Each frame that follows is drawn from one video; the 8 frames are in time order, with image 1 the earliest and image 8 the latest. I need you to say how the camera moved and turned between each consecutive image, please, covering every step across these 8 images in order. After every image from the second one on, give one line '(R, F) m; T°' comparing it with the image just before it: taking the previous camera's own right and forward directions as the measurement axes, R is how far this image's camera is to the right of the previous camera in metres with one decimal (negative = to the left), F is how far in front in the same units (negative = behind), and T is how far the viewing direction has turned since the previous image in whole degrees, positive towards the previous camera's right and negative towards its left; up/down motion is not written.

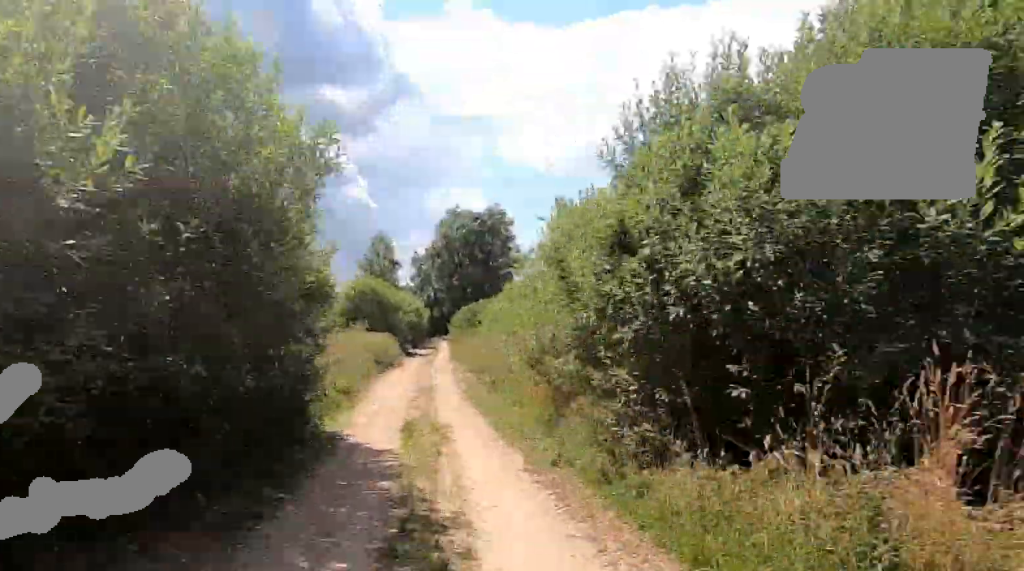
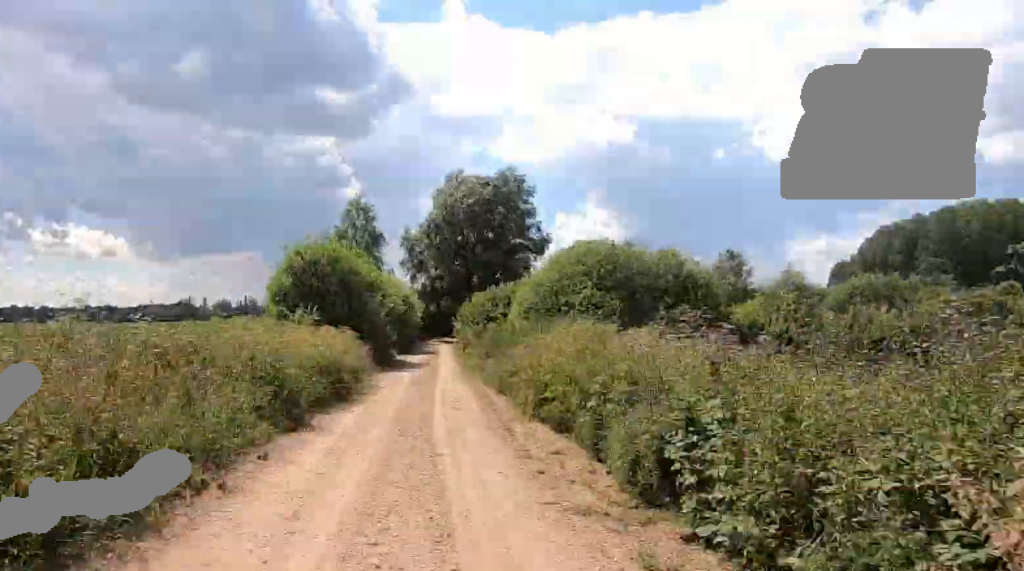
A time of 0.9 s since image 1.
(+0.3, +16.6) m; 0°
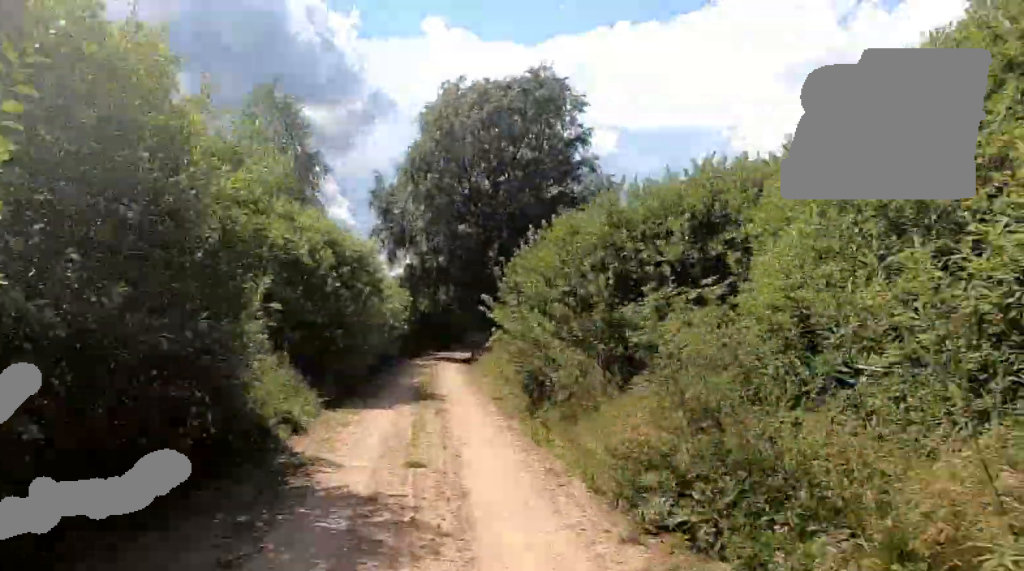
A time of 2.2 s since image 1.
(-1.4, +21.3) m; -6°
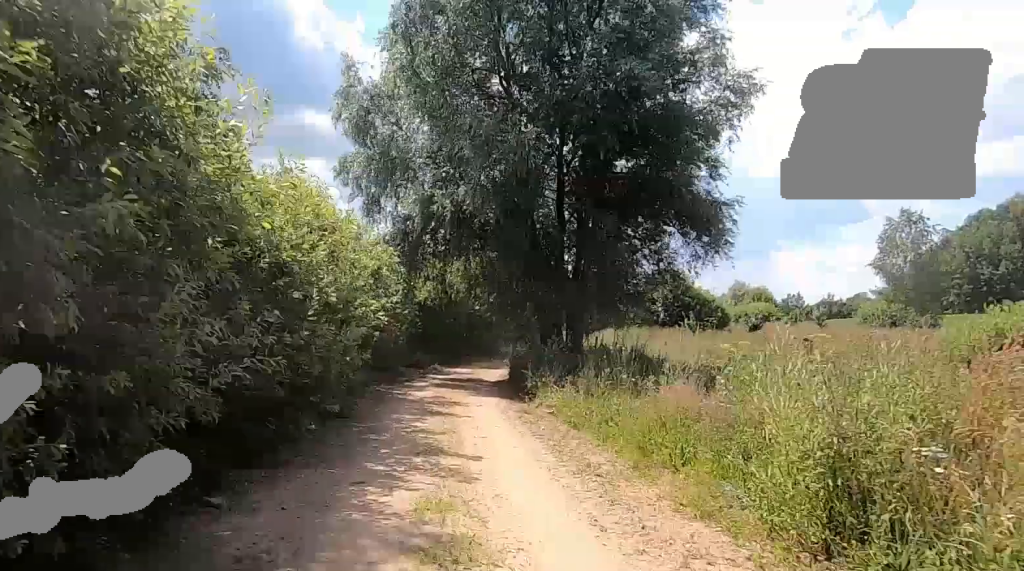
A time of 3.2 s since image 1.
(+0.2, +13.4) m; +3°
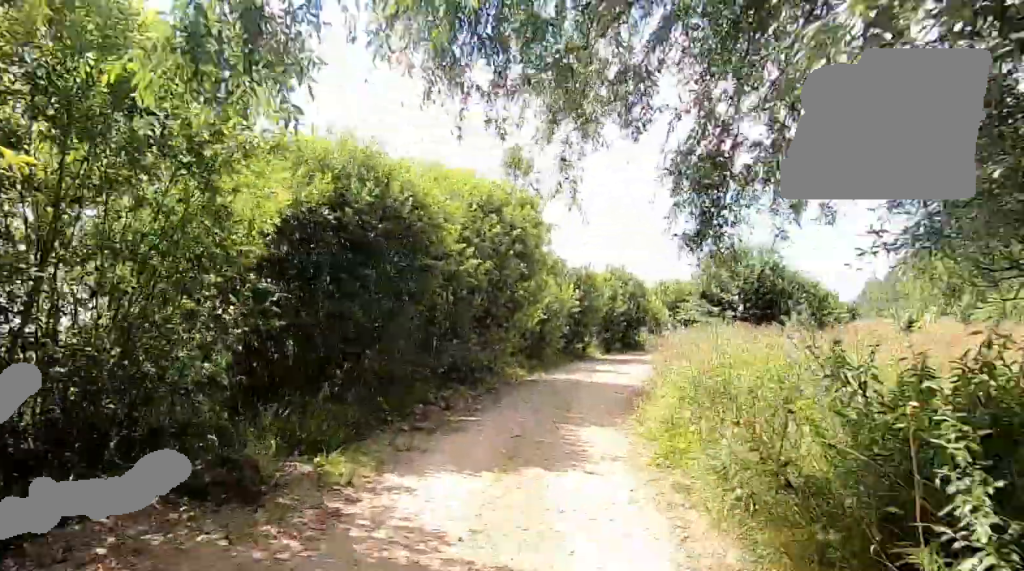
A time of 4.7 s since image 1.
(+0.8, +19.0) m; +7°
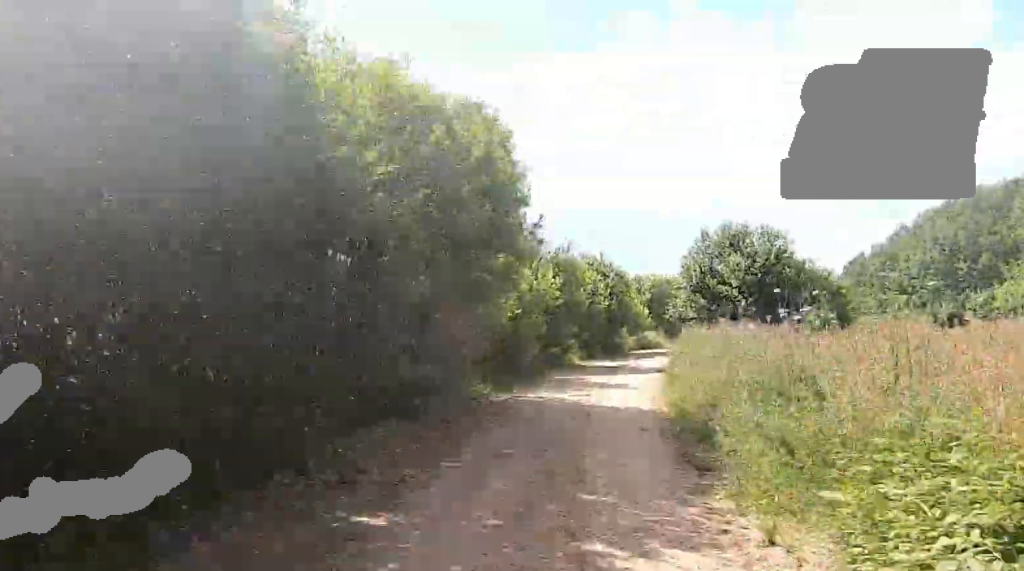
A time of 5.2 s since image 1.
(+0.5, +6.1) m; +7°
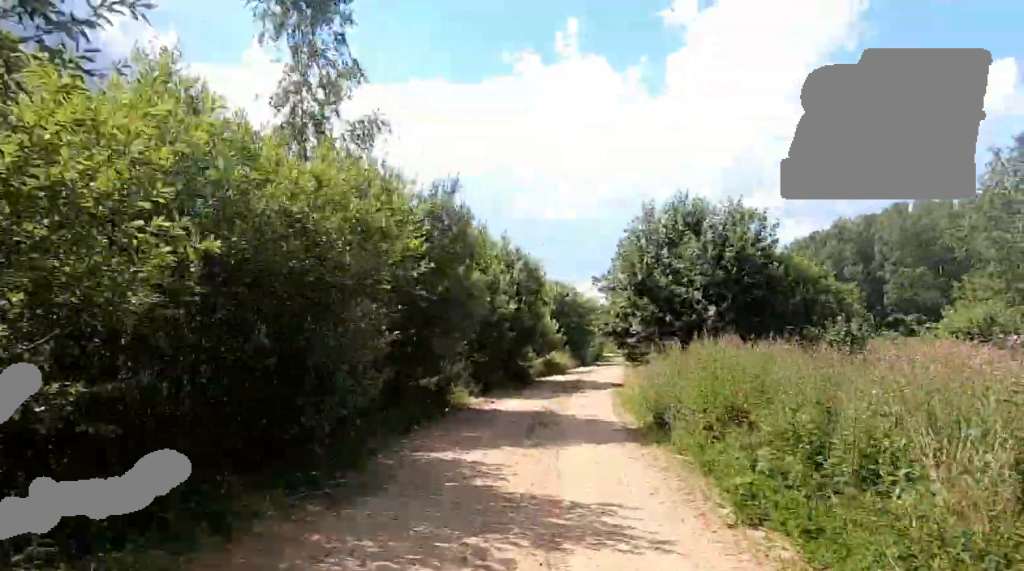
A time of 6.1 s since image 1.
(+1.3, +11.3) m; +10°
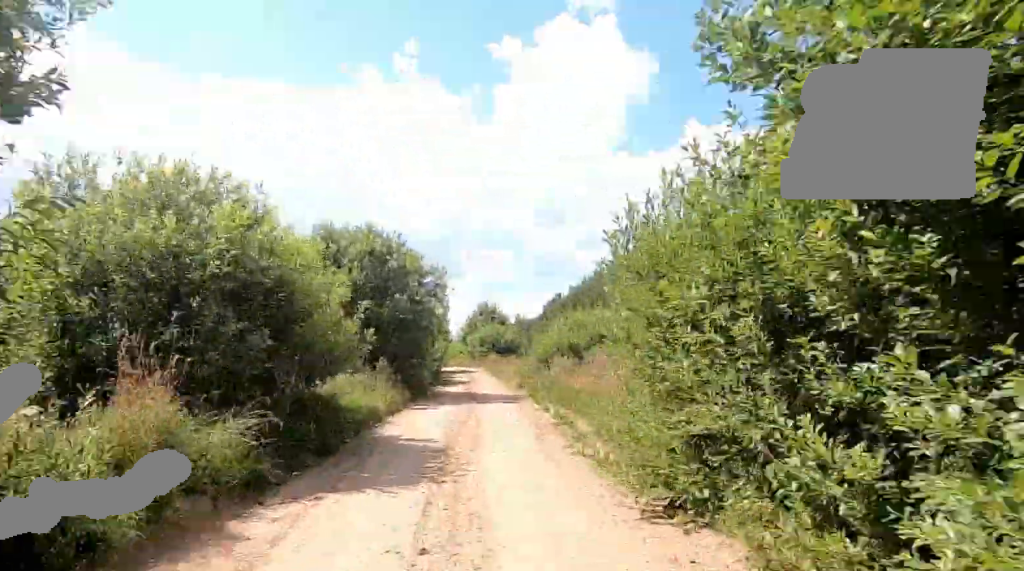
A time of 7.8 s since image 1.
(+2.3, +22.4) m; +10°
